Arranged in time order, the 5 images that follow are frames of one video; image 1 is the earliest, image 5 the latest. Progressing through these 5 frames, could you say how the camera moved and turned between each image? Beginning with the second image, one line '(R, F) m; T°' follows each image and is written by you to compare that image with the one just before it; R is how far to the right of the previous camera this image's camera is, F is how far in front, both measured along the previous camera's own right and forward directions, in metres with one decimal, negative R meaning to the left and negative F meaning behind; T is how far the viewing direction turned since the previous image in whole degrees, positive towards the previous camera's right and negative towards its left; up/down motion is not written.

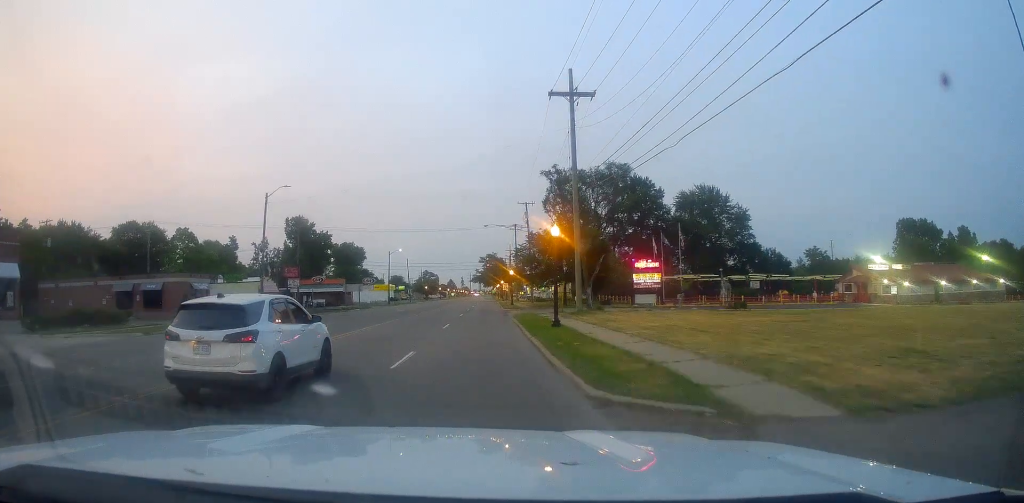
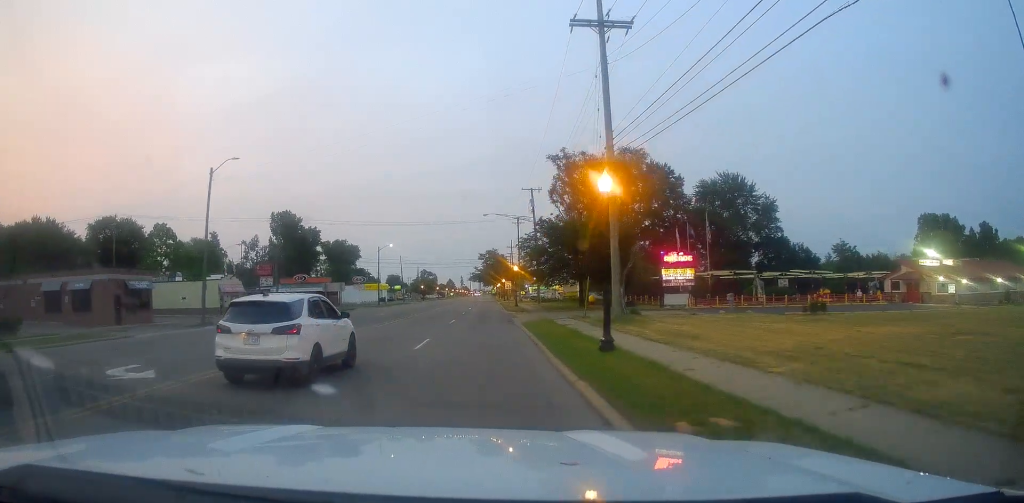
(+0.6, +9.3) m; +2°
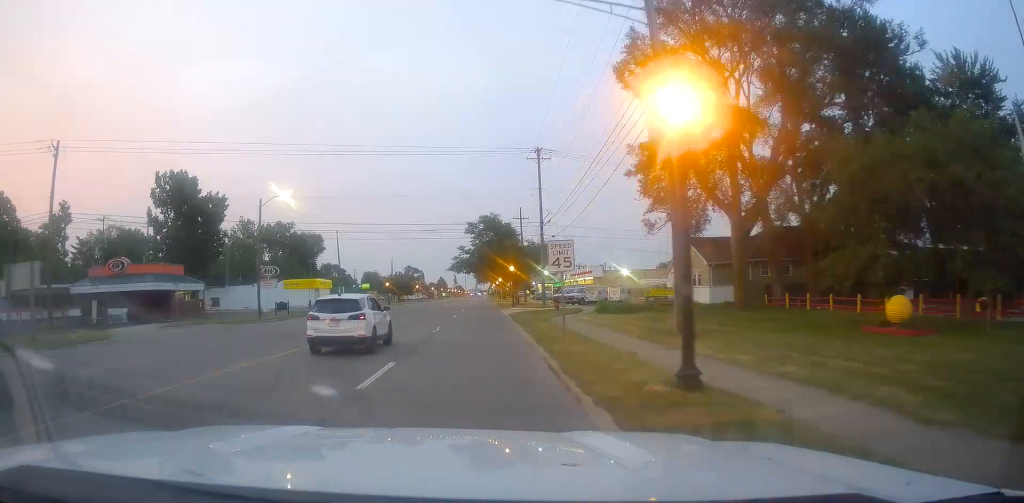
(-1.8, +49.0) m; -1°
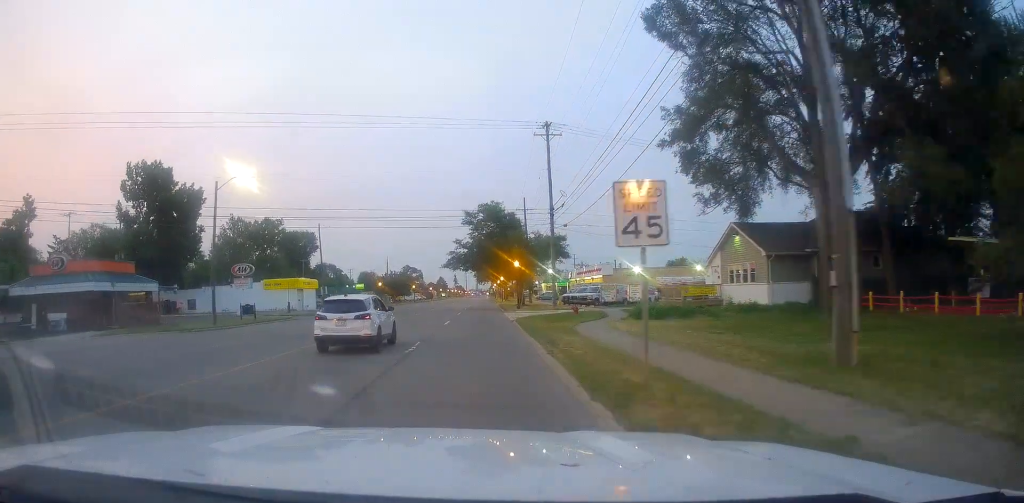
(+0.2, +8.5) m; 0°
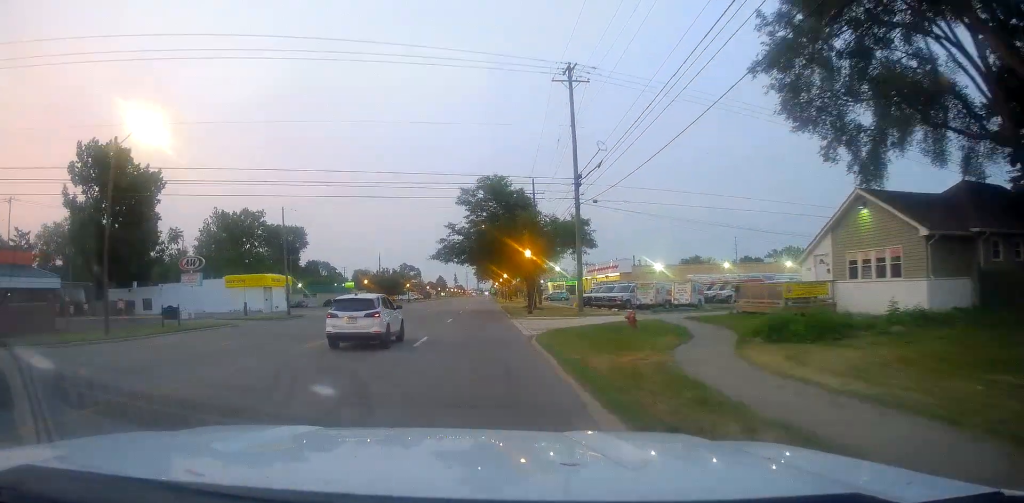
(-0.1, +12.7) m; 0°
